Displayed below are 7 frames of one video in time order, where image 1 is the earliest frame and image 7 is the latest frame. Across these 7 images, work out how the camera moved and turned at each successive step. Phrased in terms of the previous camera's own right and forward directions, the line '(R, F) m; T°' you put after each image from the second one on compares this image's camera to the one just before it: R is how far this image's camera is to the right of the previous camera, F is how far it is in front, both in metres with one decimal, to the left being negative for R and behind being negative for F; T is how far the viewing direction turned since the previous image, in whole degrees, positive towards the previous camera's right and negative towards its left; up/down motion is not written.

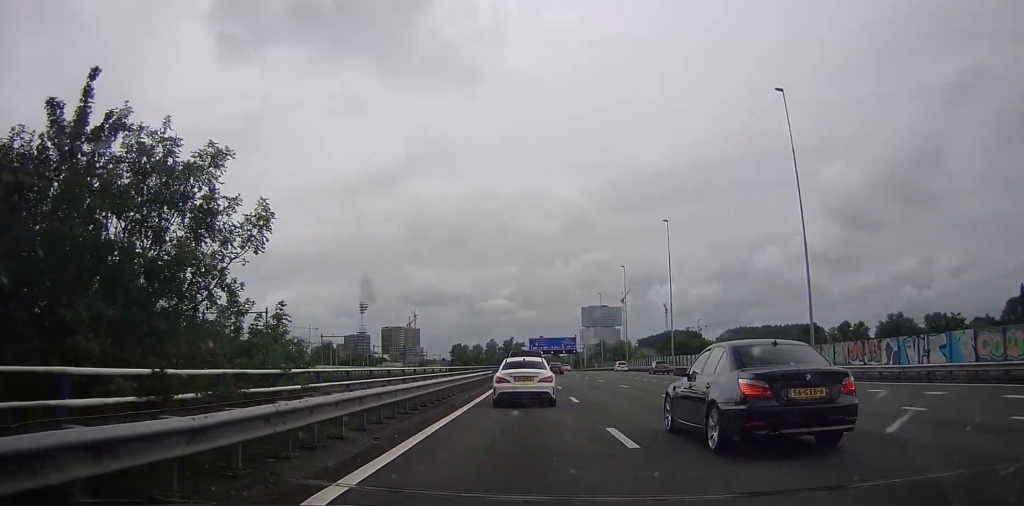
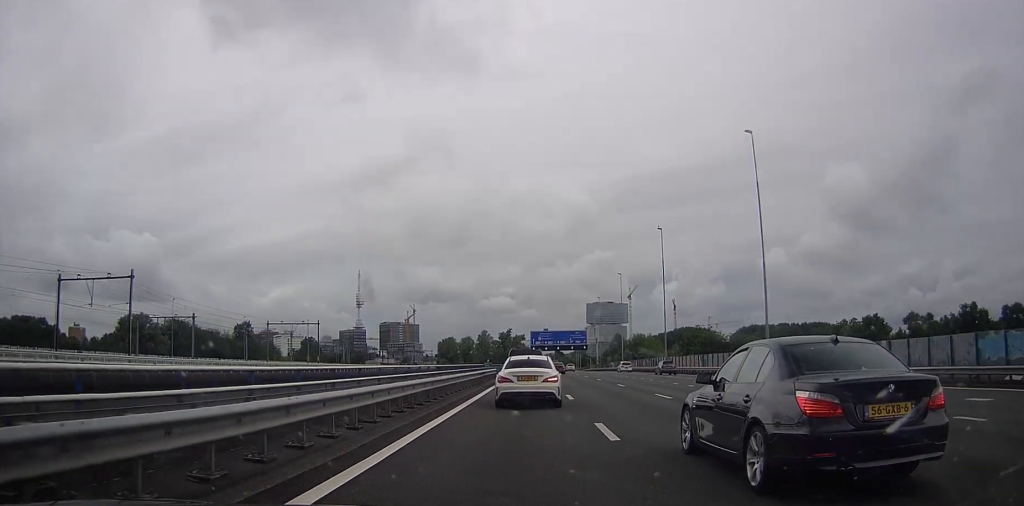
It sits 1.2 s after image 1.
(+0.1, +35.3) m; +1°
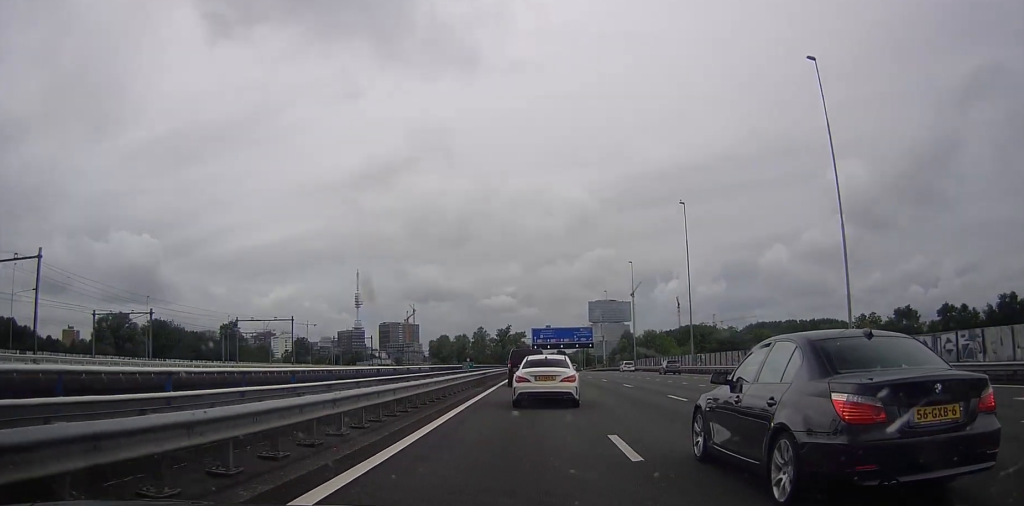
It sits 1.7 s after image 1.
(+0.1, +14.6) m; 0°
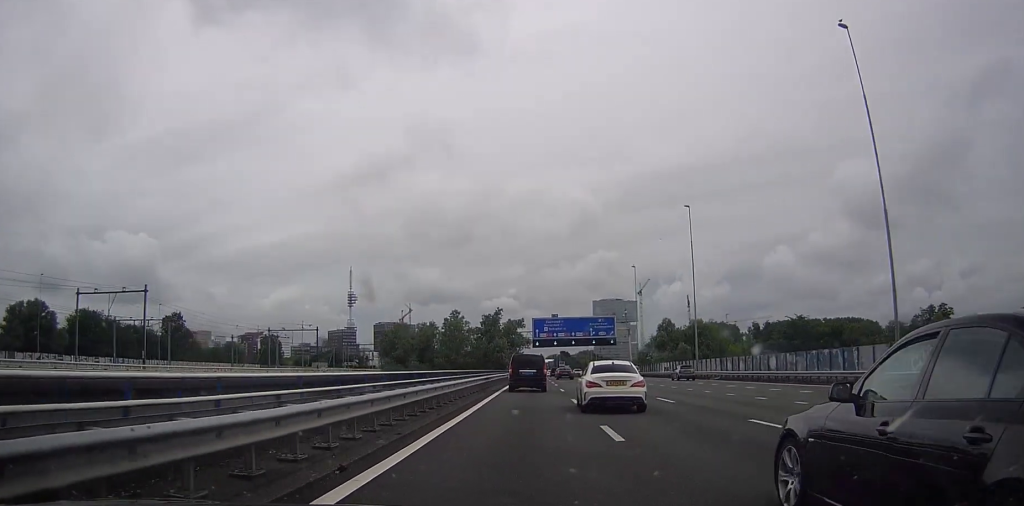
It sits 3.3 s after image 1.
(+0.3, +46.0) m; 0°
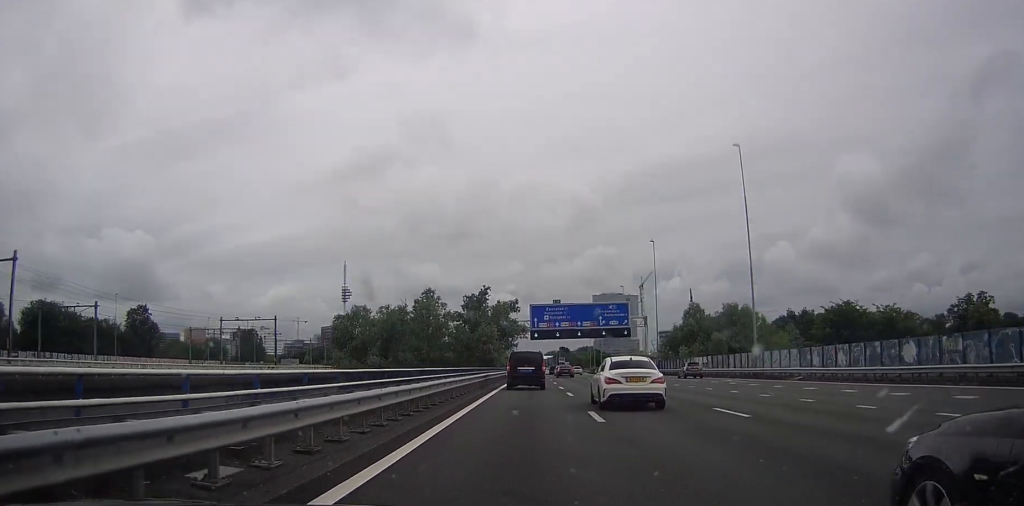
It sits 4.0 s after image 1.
(-0.1, +20.8) m; 0°
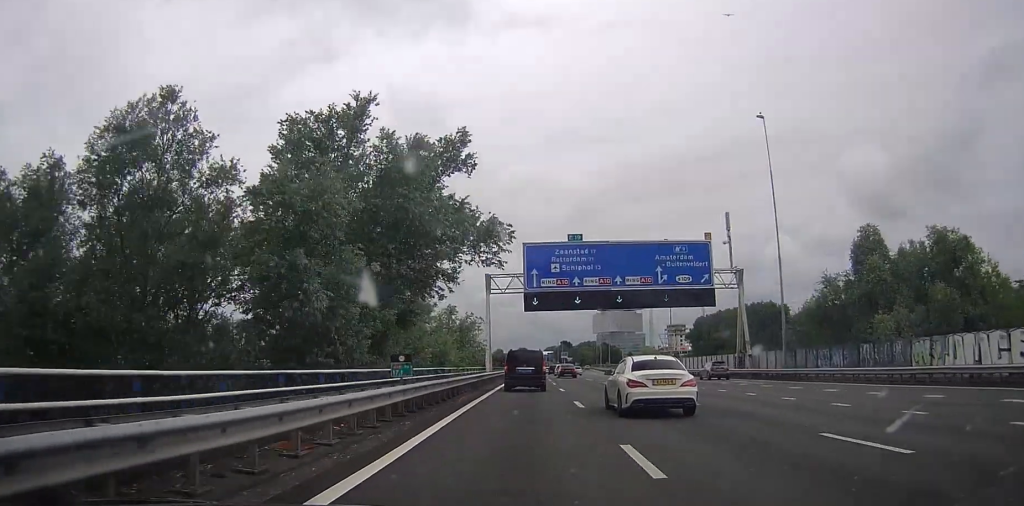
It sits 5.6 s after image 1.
(+0.5, +50.6) m; +1°
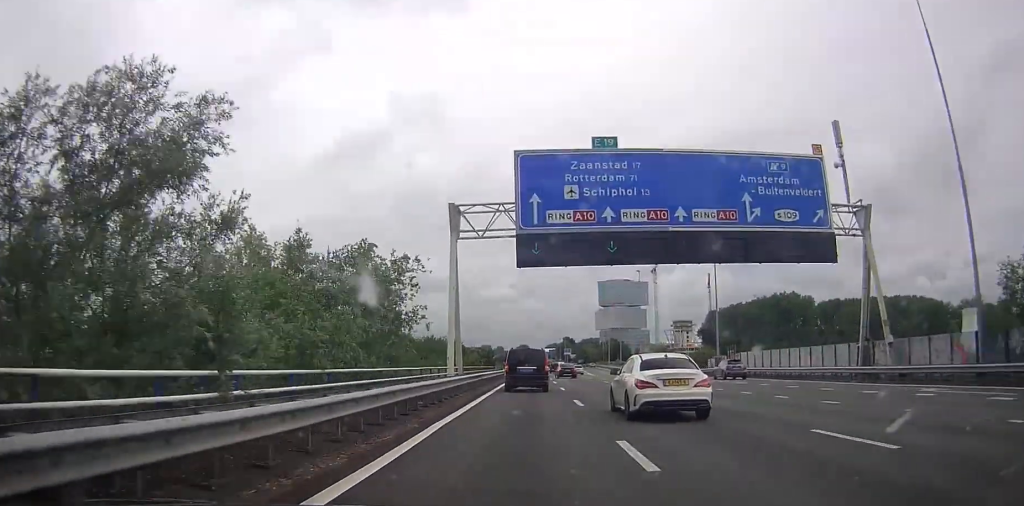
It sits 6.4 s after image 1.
(+0.1, +23.6) m; 0°
